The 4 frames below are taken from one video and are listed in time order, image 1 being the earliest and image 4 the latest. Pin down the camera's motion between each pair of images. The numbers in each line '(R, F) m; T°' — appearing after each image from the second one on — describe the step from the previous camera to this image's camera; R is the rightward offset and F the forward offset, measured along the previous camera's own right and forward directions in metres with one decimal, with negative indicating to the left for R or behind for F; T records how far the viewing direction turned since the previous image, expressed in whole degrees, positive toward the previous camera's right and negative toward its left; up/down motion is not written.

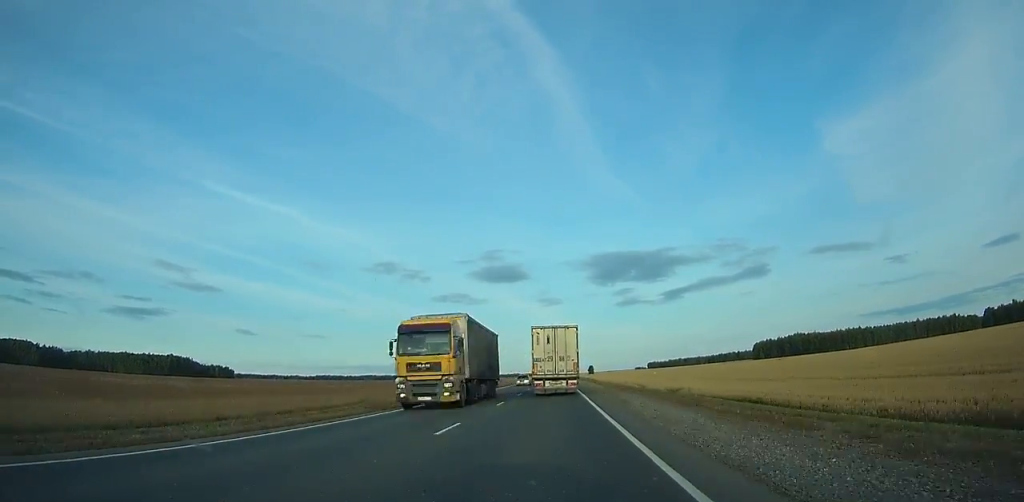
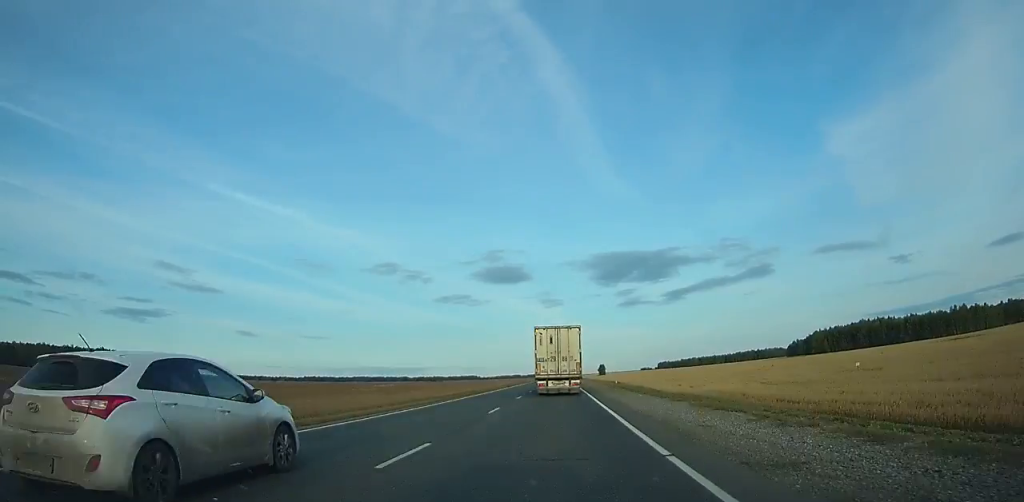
(-1.0, +144.2) m; -1°
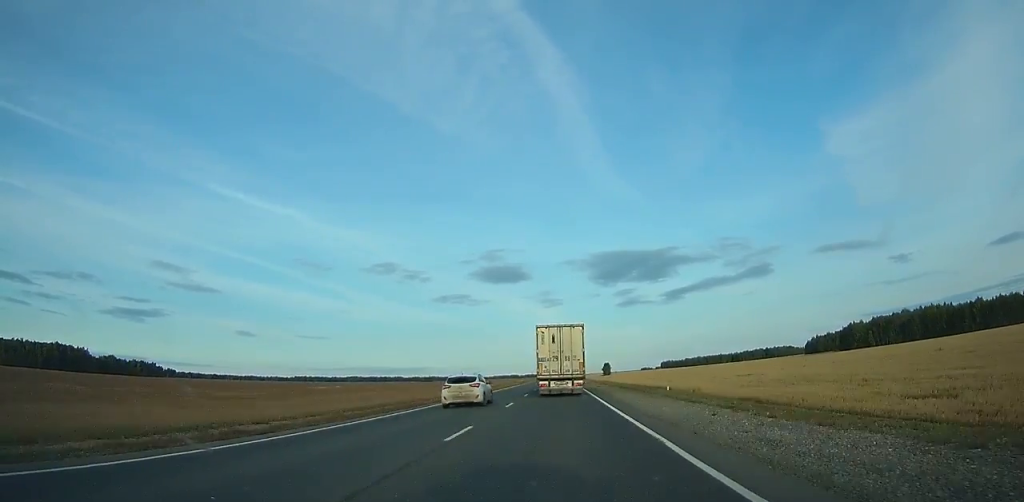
(+0.1, +75.0) m; 0°
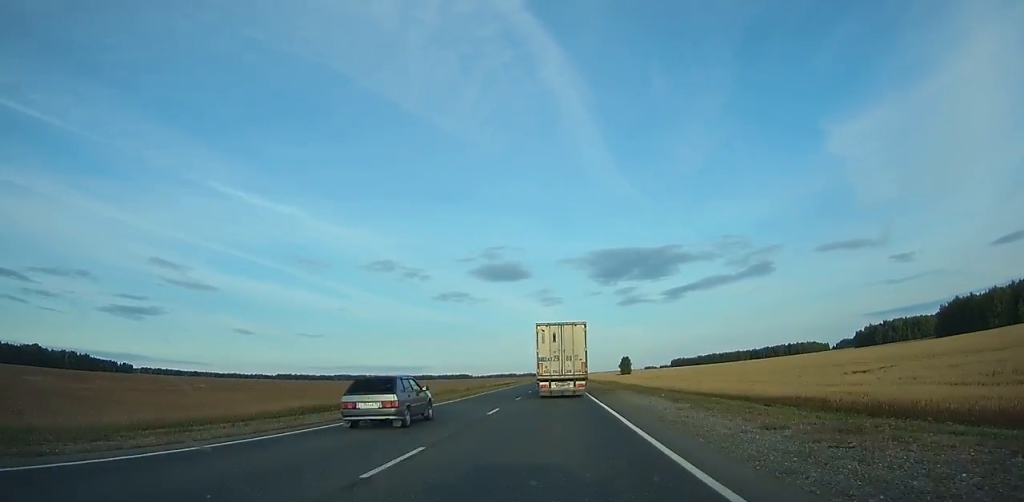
(+0.8, +142.5) m; 0°
